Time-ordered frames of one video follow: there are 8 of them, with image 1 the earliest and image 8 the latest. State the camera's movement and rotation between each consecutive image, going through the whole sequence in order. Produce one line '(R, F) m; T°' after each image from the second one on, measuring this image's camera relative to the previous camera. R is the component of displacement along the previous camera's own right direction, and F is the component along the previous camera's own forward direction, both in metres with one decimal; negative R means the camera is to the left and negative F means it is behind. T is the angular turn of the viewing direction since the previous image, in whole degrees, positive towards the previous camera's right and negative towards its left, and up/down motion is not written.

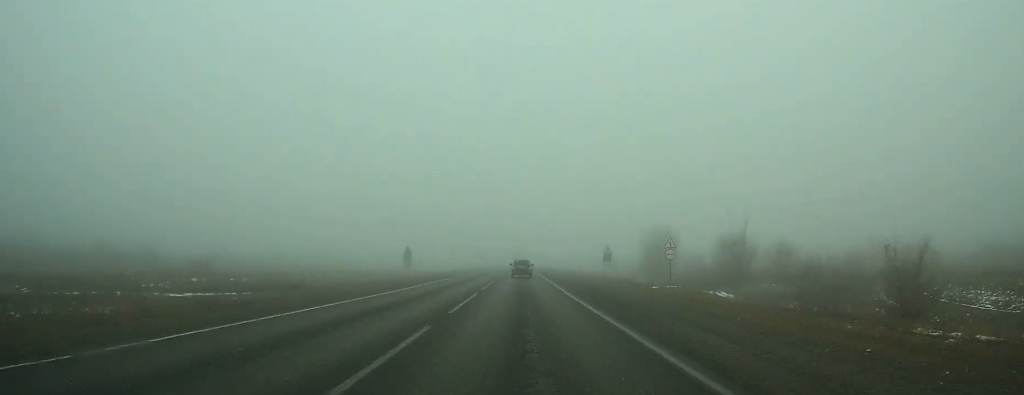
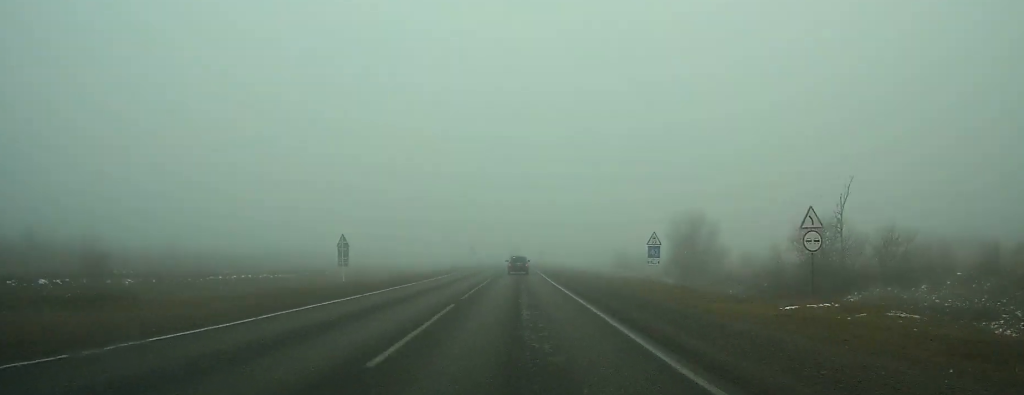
(-0.1, +19.9) m; 0°
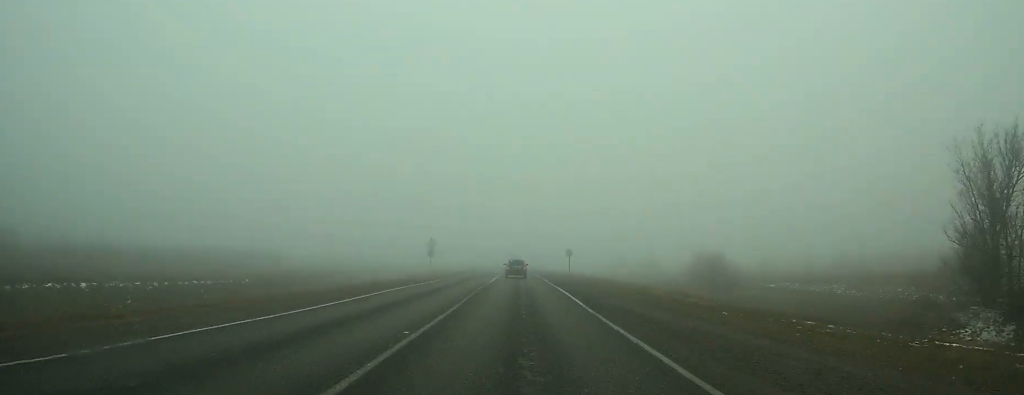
(-0.1, +53.7) m; 0°
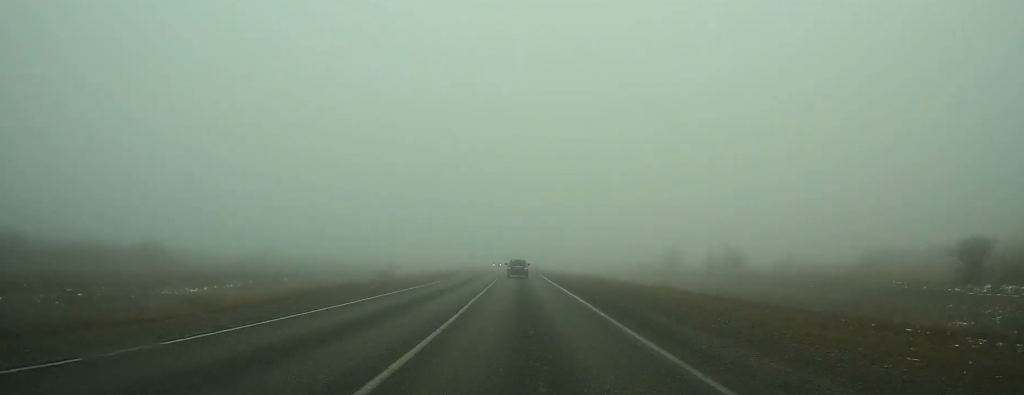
(-0.1, +58.0) m; -1°
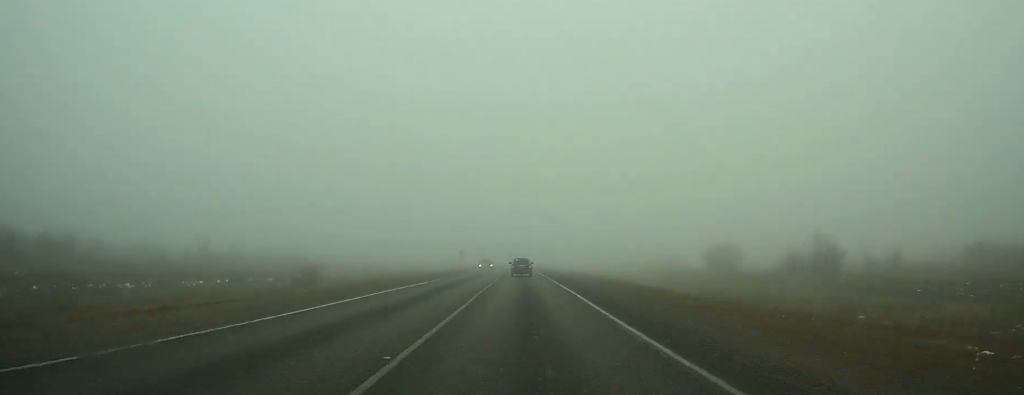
(-0.2, +30.9) m; 0°
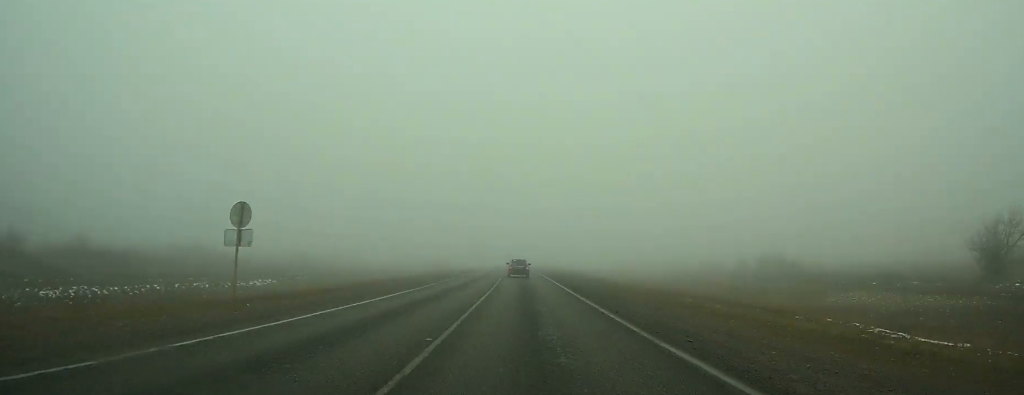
(-0.2, +68.3) m; 0°
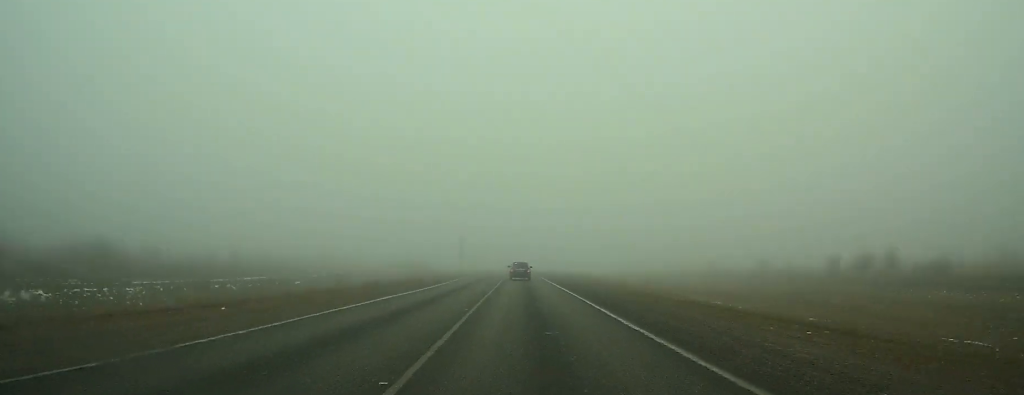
(+0.1, +34.3) m; 0°
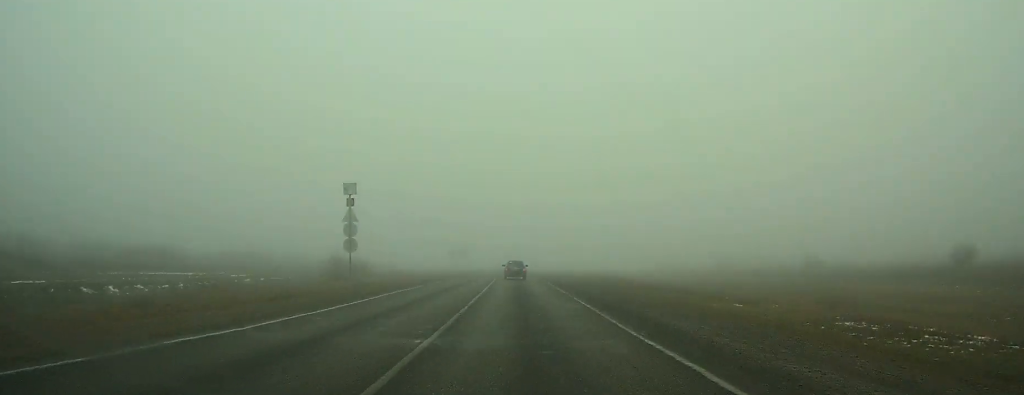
(-0.3, +54.0) m; -1°
